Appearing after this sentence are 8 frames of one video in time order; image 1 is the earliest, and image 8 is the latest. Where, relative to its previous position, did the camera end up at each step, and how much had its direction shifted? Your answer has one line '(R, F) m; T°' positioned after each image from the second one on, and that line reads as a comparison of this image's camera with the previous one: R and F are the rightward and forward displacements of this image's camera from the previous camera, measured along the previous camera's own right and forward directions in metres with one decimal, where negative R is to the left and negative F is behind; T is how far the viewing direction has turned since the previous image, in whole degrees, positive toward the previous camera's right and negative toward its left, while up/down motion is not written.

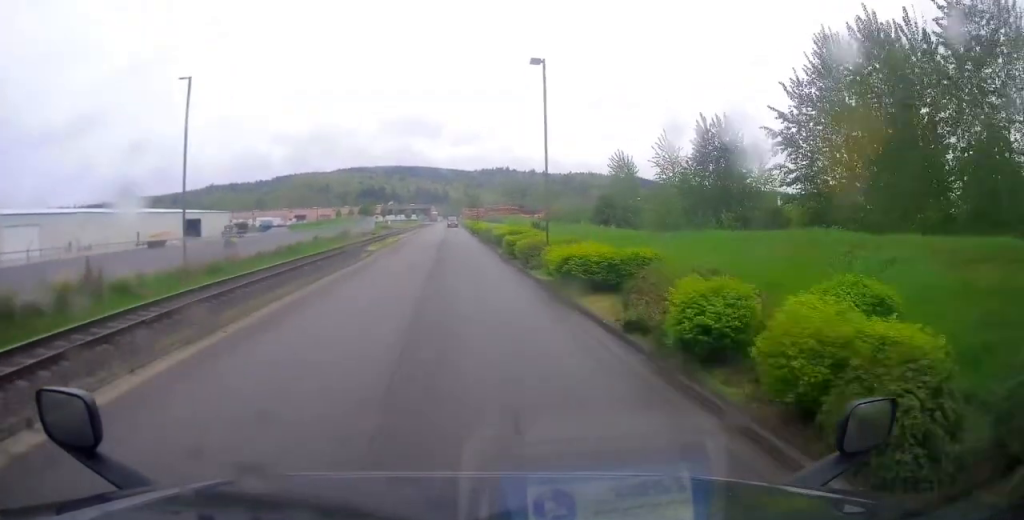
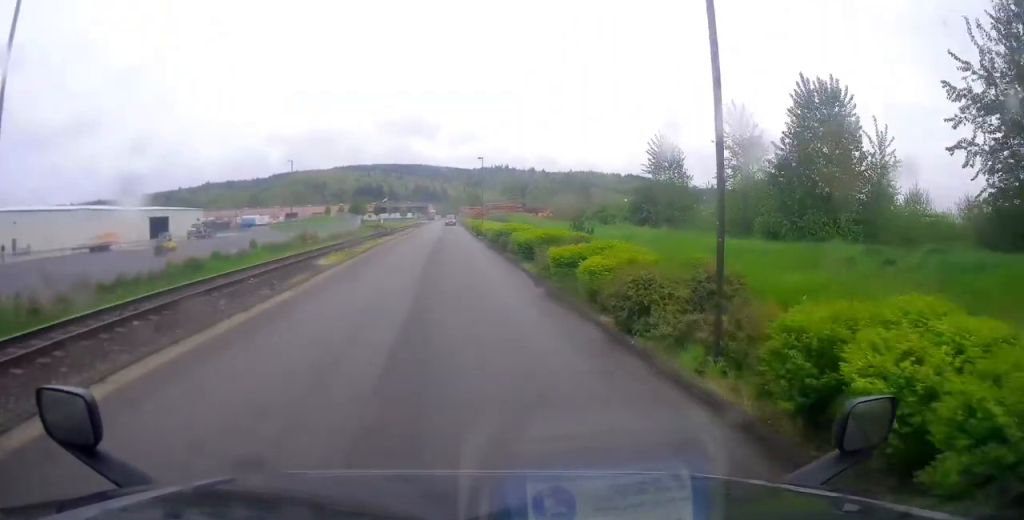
(0.0, +15.6) m; 0°
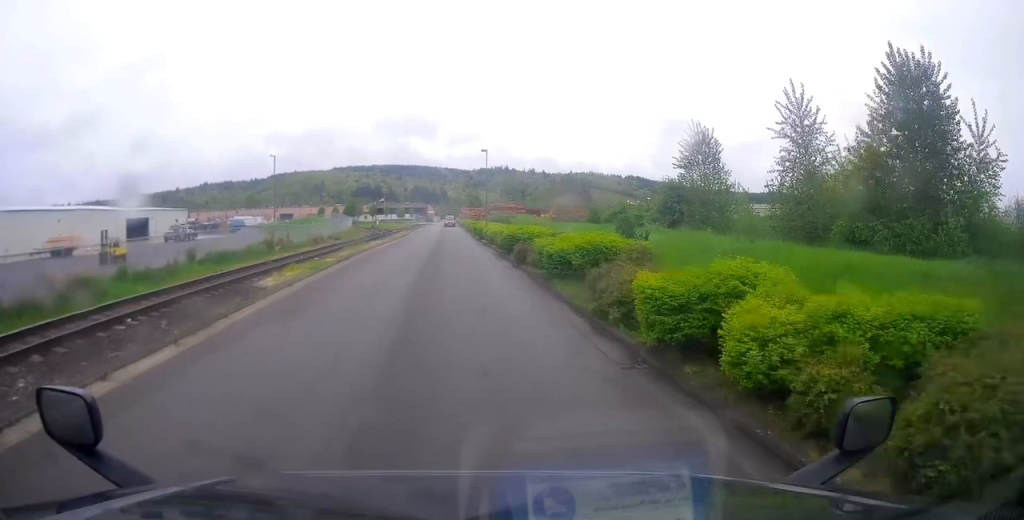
(0.0, +8.6) m; -1°
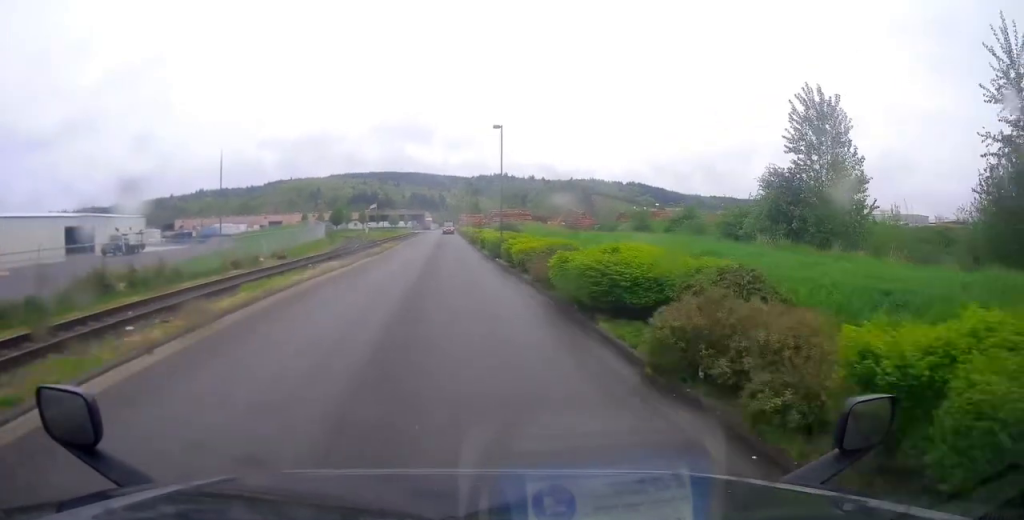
(-0.5, +18.7) m; -2°
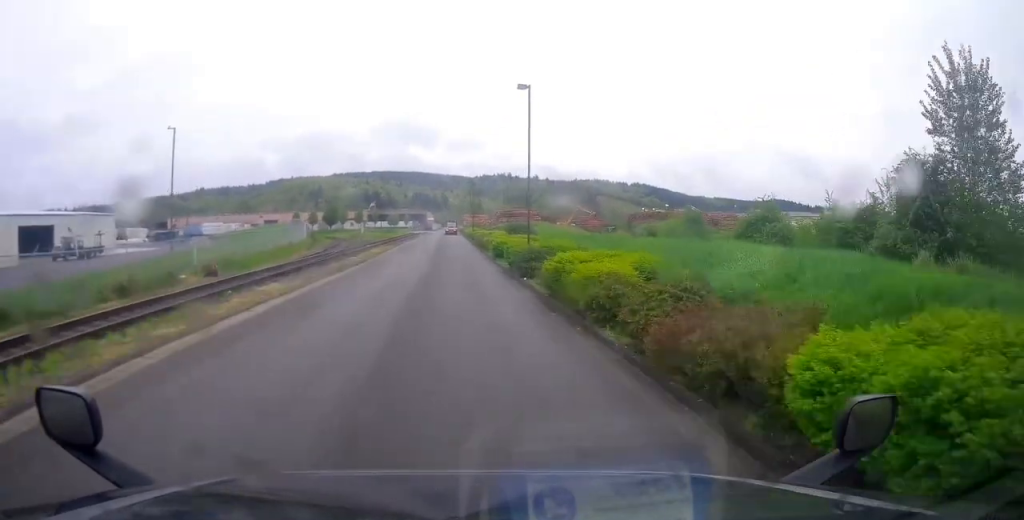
(+0.1, +12.3) m; +1°
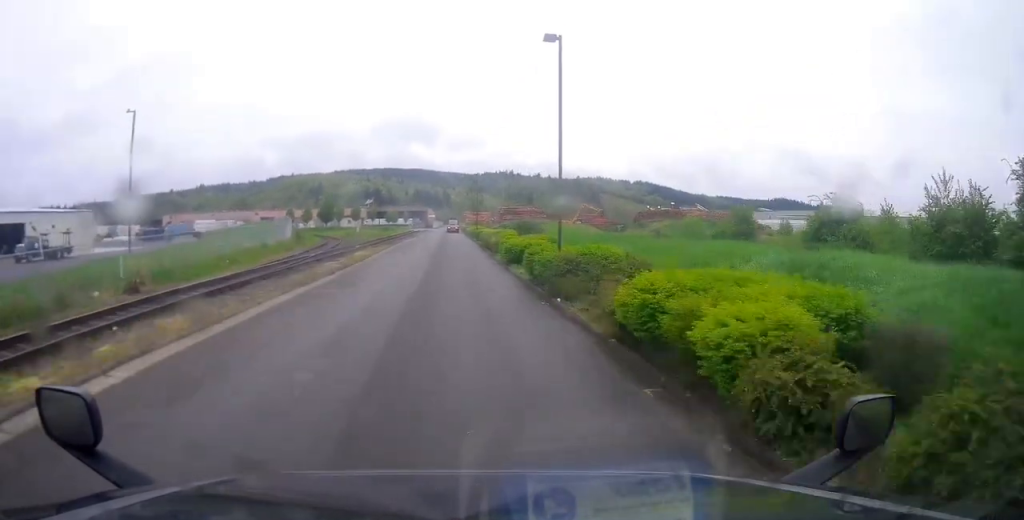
(+0.1, +7.7) m; +1°
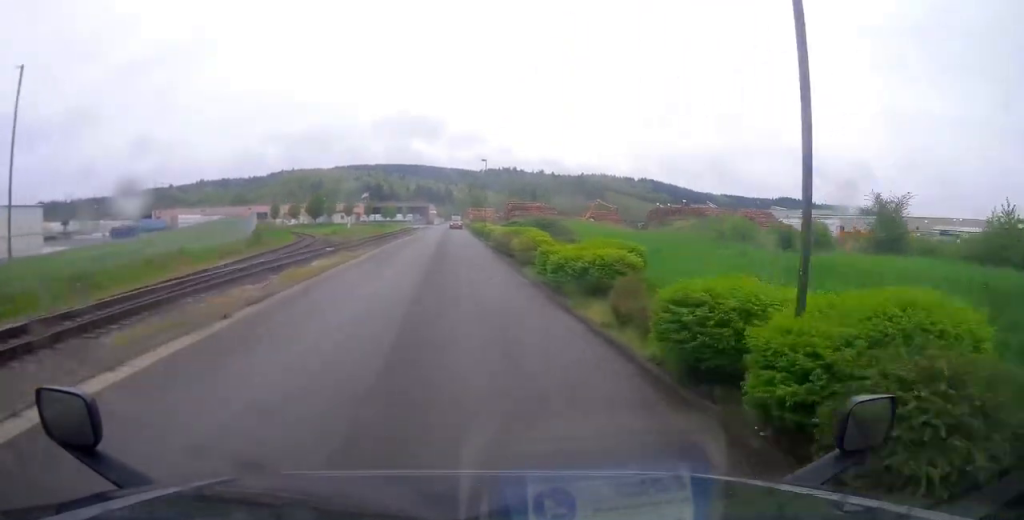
(0.0, +14.5) m; 0°
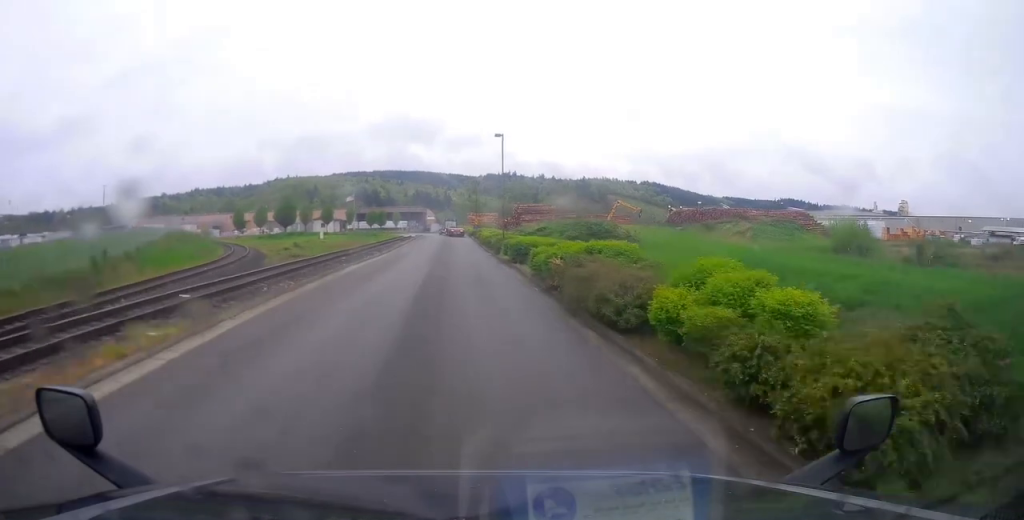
(+0.7, +23.0) m; 0°
